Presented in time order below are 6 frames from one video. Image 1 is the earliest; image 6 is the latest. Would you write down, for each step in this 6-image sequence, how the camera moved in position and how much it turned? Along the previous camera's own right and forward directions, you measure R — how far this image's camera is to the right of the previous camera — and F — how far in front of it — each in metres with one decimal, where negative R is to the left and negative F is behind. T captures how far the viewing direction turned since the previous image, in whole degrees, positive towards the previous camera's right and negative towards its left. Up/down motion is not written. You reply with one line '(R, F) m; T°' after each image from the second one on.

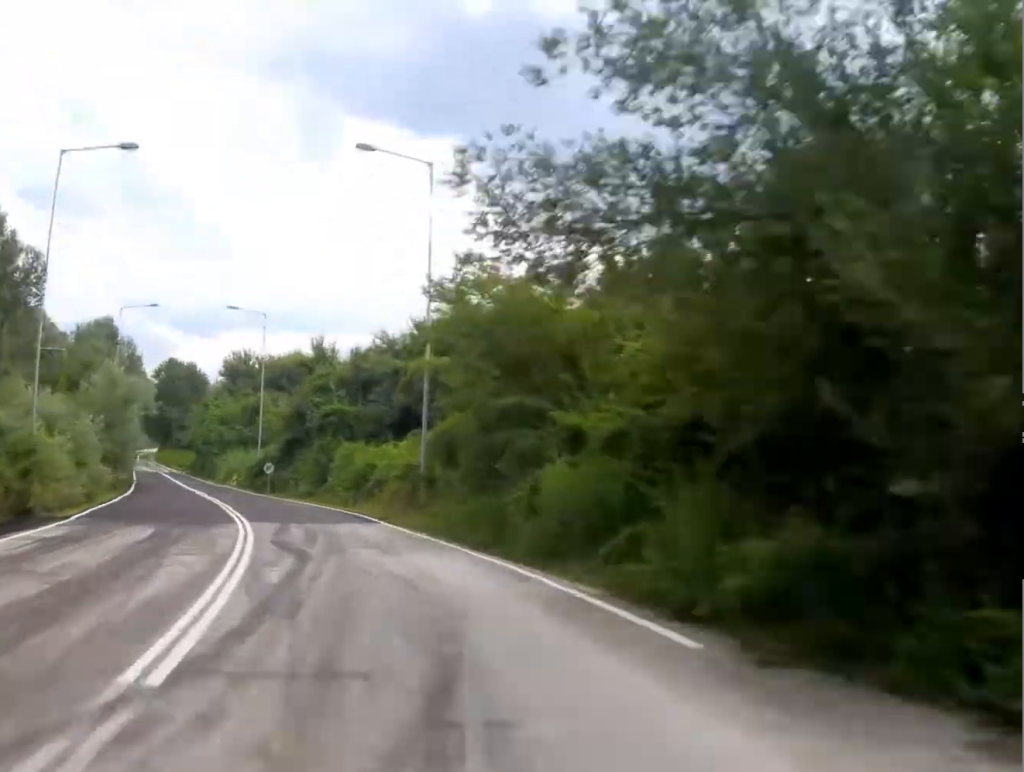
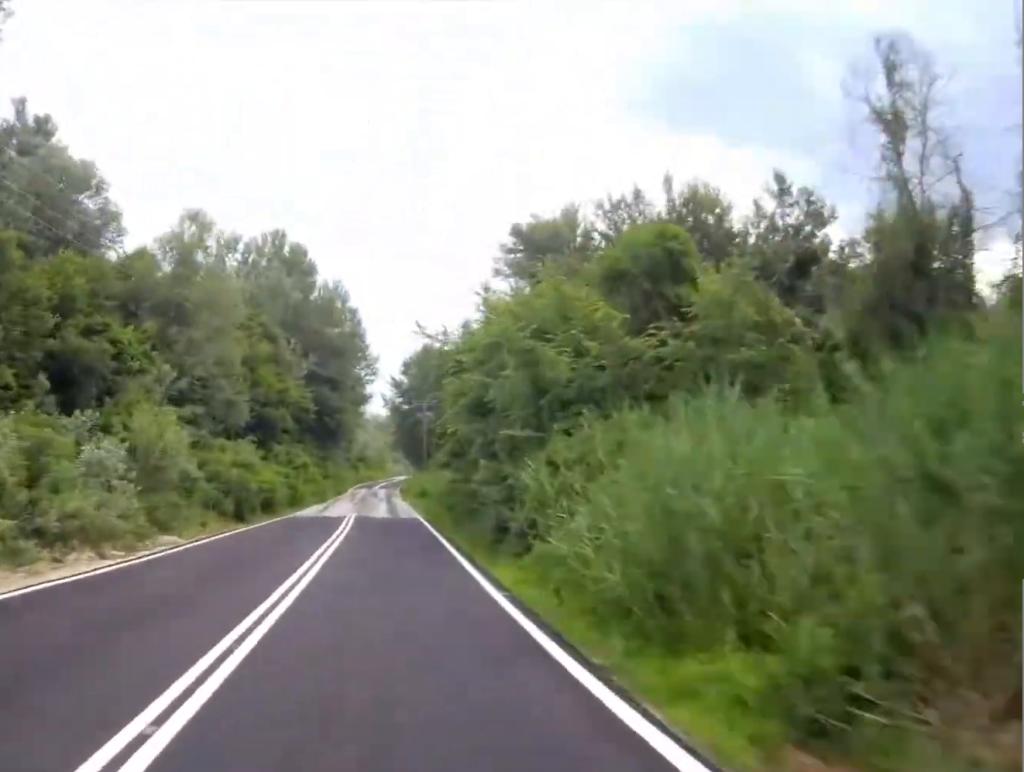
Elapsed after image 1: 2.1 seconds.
(-6.5, +68.7) m; -11°
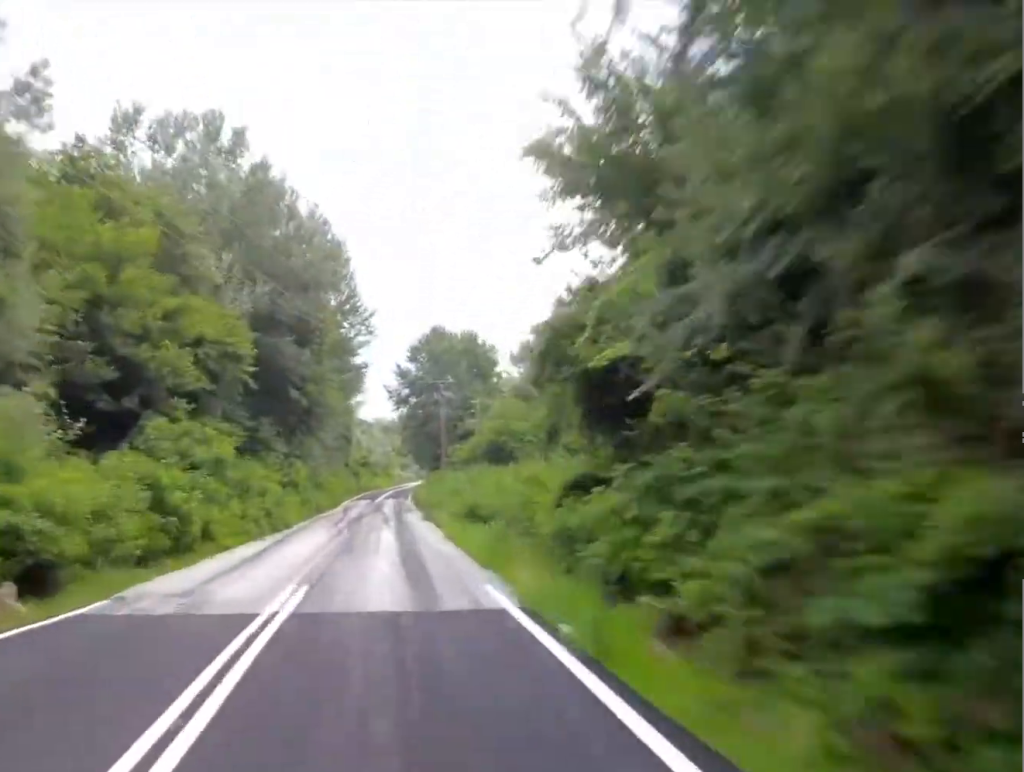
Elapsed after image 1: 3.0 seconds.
(-1.1, +27.3) m; -3°
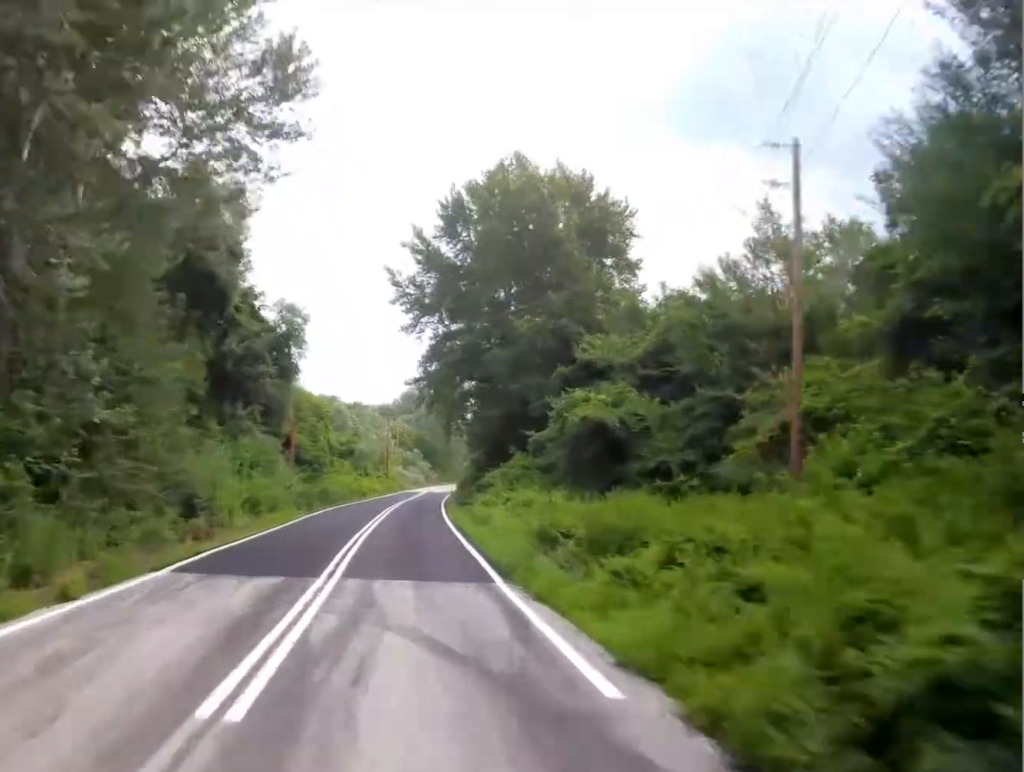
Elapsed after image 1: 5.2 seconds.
(-2.0, +74.8) m; -2°
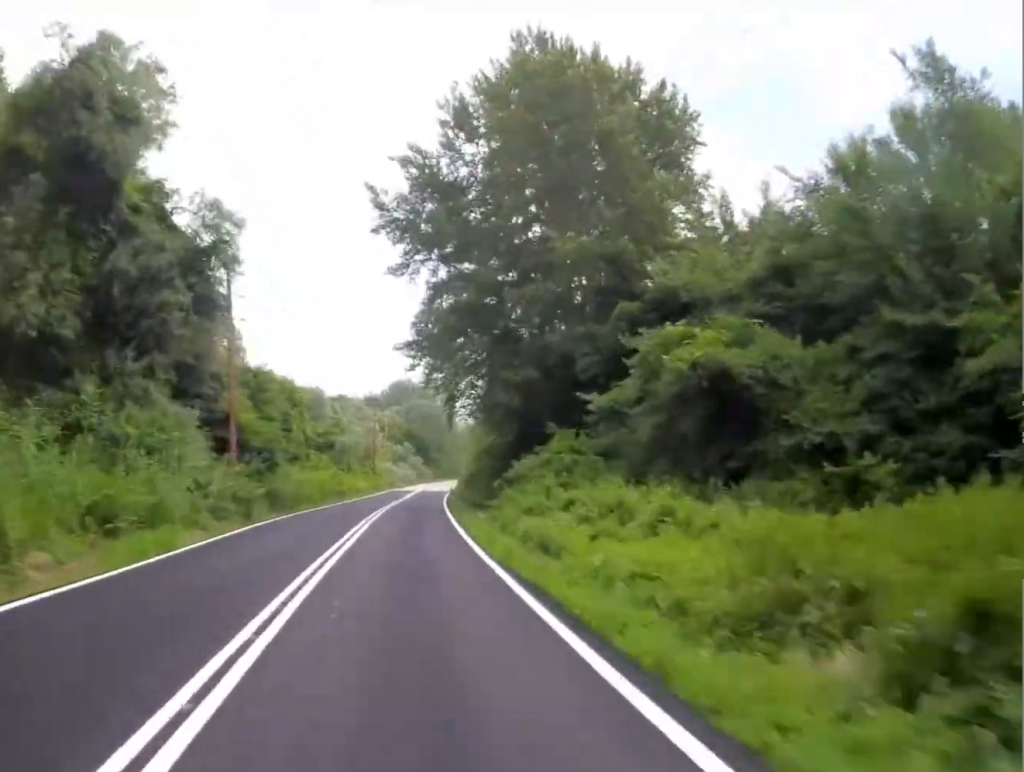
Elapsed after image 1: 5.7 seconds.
(0.0, +16.8) m; 0°
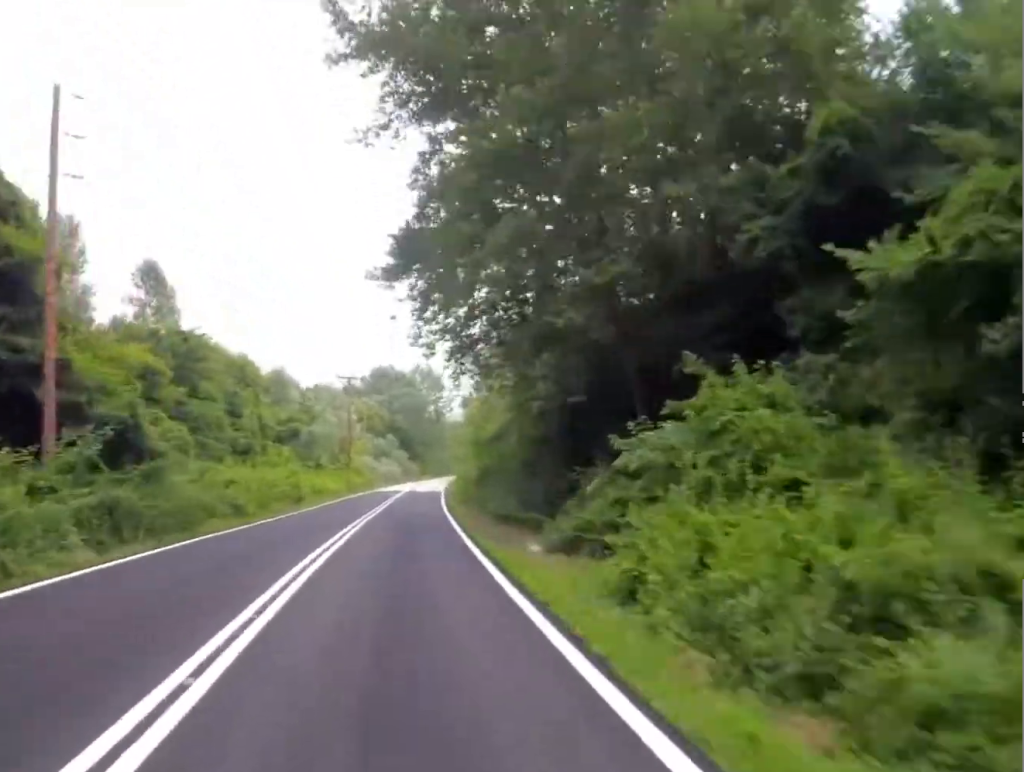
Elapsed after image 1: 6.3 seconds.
(+0.3, +19.0) m; +1°
